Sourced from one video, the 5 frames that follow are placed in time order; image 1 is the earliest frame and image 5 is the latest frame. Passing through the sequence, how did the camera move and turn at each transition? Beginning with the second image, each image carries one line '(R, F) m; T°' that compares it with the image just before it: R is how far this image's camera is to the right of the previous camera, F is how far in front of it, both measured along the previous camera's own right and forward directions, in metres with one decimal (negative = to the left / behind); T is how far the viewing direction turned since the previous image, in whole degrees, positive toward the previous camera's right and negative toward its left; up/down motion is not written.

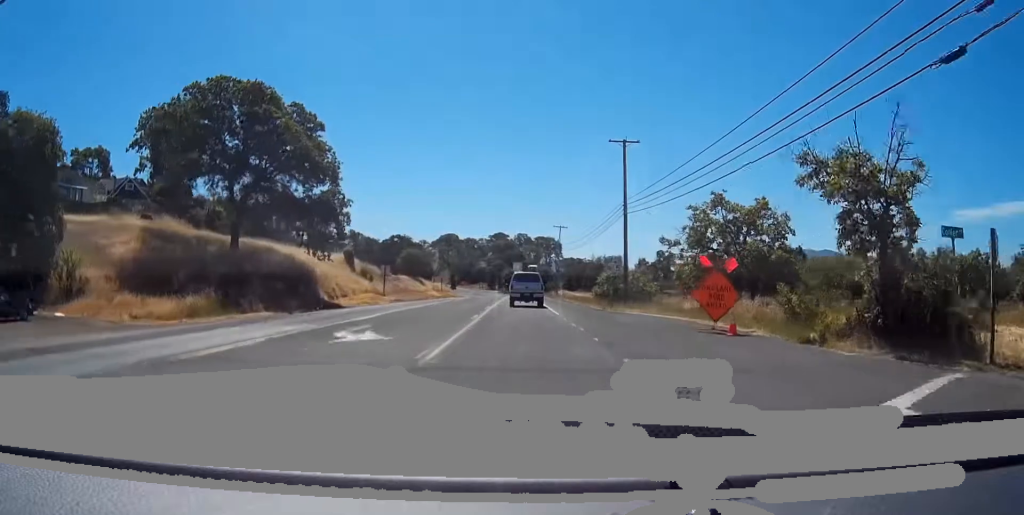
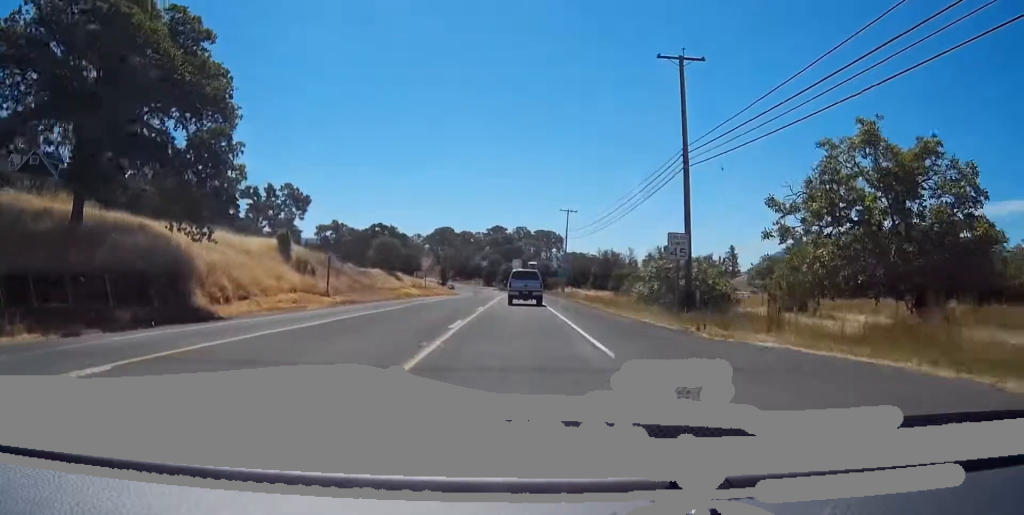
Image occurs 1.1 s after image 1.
(0.0, +21.7) m; 0°
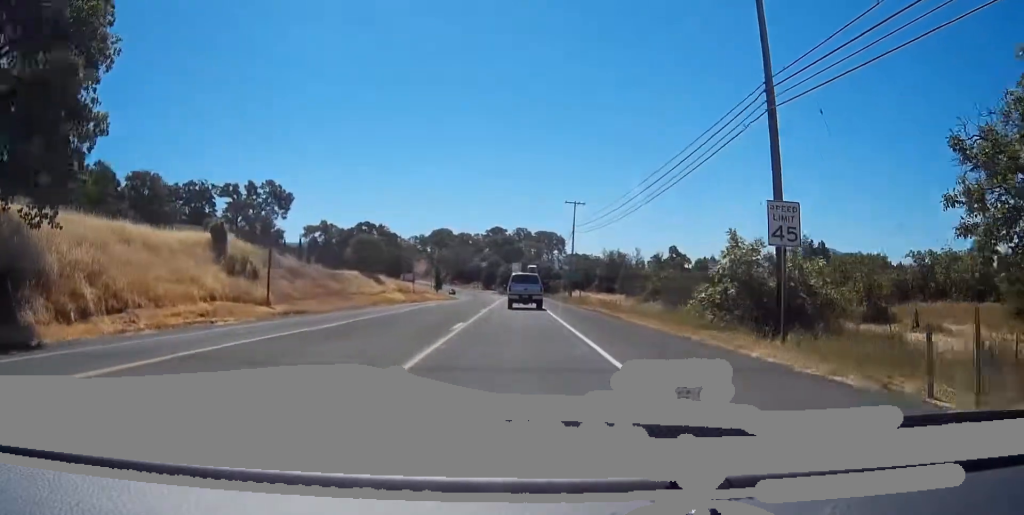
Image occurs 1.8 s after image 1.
(0.0, +13.2) m; 0°
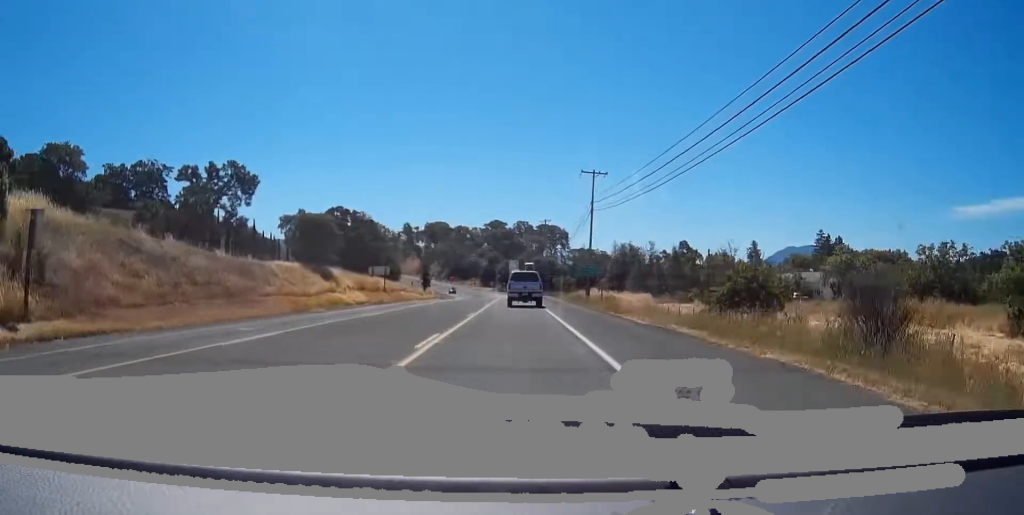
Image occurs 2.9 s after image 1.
(-0.2, +22.4) m; 0°
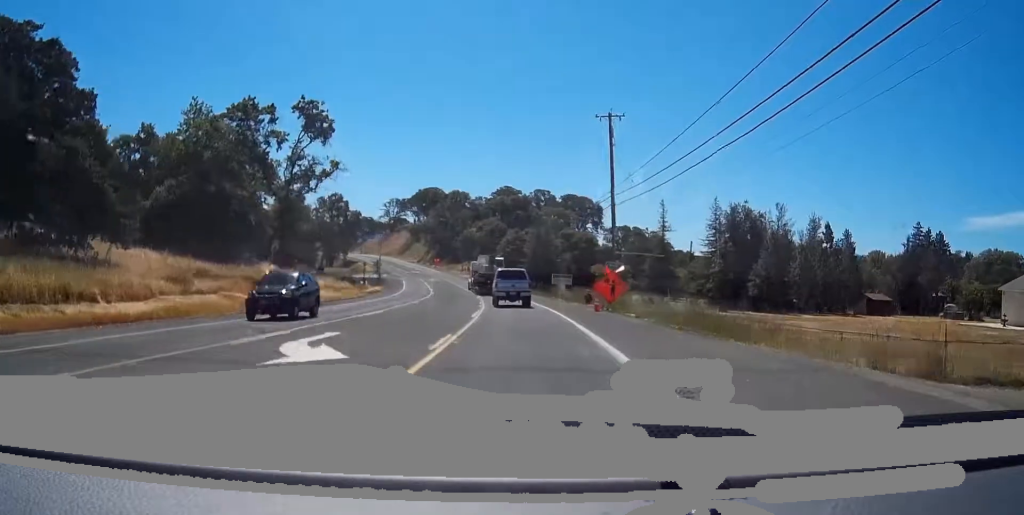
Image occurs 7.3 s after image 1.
(-0.7, +89.6) m; -2°
